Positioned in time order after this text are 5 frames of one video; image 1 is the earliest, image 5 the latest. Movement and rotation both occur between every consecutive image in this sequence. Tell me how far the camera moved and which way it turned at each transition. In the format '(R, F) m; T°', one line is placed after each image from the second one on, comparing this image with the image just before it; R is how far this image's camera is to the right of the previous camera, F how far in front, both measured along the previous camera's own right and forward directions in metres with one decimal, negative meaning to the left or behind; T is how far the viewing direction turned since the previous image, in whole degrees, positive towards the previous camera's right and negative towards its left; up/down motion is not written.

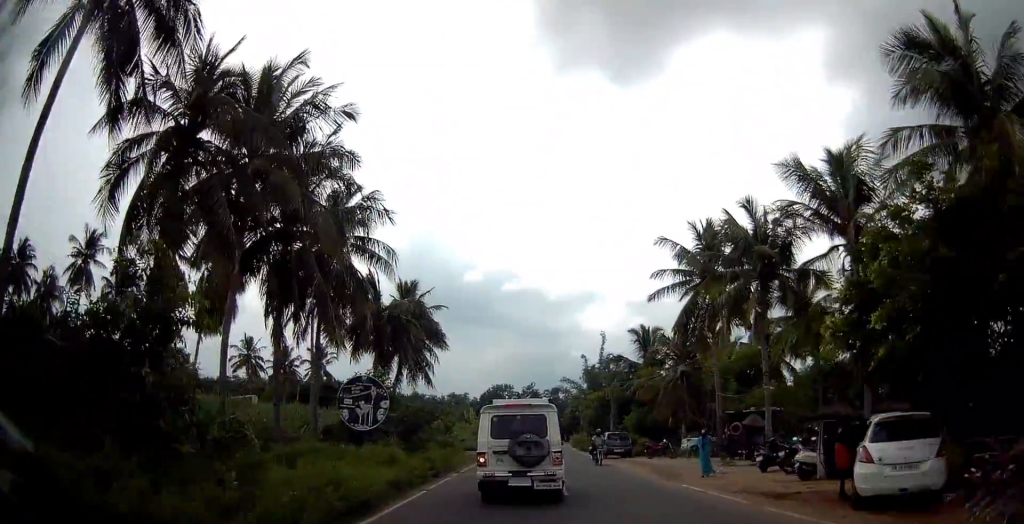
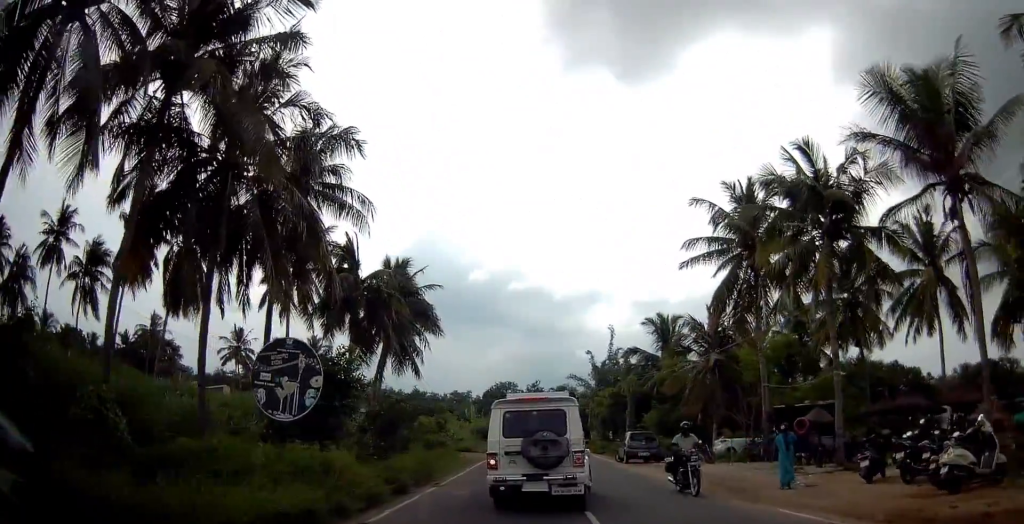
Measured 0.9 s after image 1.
(-0.2, +5.4) m; -1°
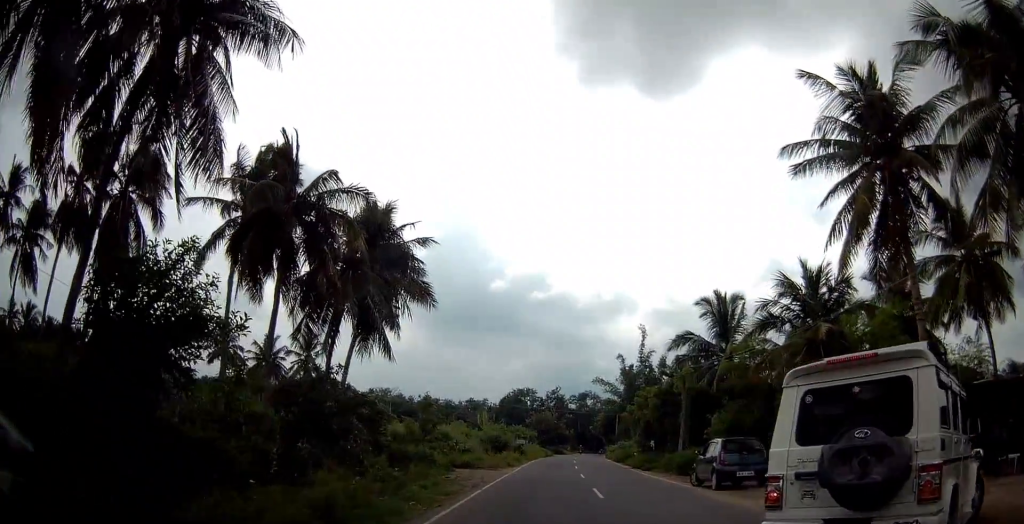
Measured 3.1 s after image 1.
(+0.5, +11.2) m; +5°
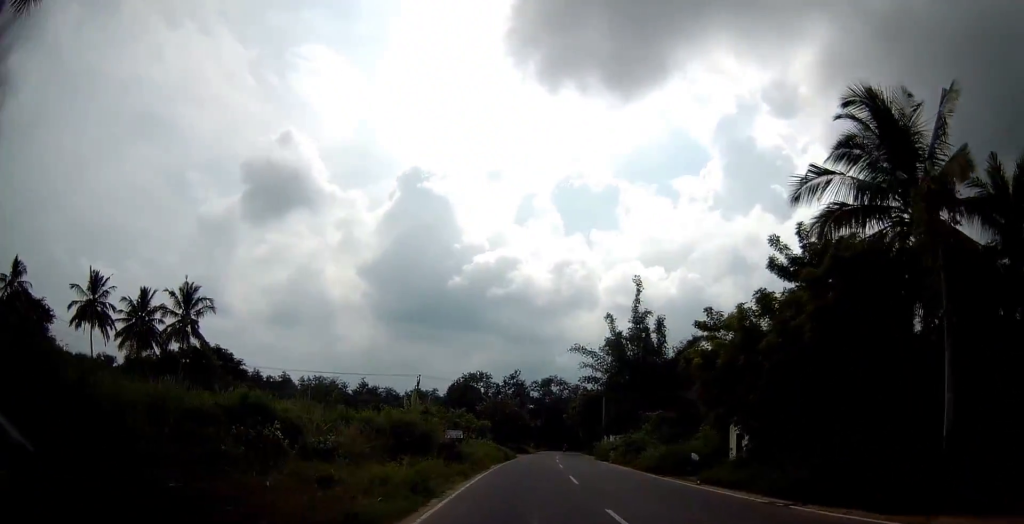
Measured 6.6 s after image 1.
(+0.6, +26.1) m; +2°
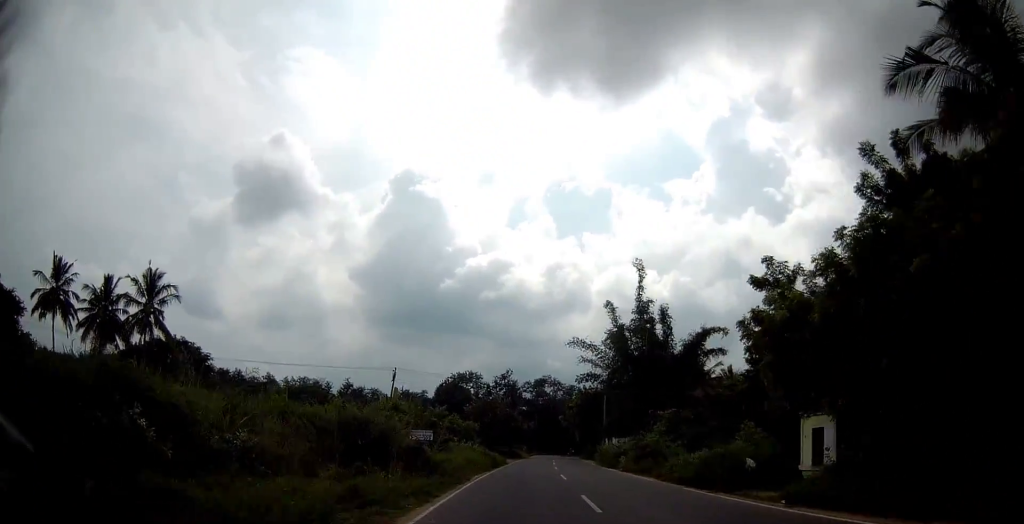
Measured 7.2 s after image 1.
(+0.1, +6.6) m; +1°
